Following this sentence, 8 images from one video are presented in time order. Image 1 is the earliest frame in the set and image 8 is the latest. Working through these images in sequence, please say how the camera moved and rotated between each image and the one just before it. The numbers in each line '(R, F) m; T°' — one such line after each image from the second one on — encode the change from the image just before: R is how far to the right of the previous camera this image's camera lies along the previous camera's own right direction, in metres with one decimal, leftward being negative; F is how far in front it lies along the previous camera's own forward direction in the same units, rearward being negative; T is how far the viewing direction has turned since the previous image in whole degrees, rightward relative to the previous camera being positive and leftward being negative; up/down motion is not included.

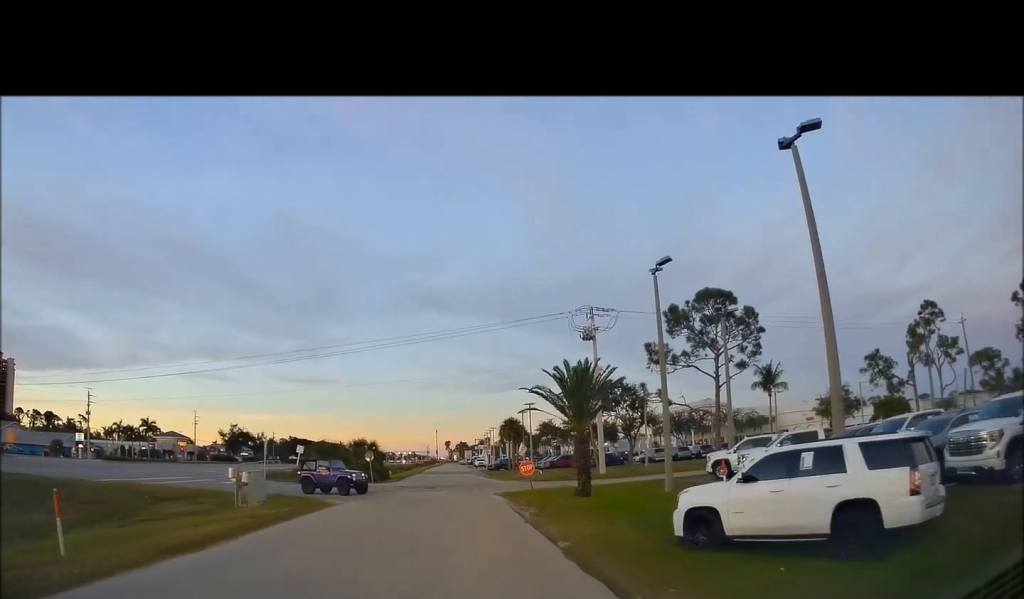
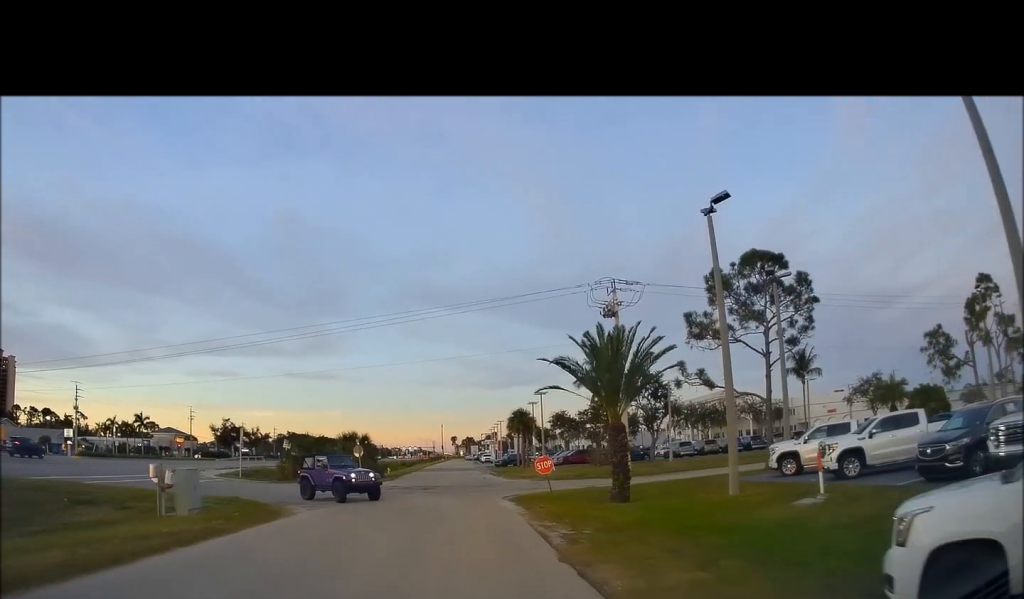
(-0.3, +6.4) m; -3°
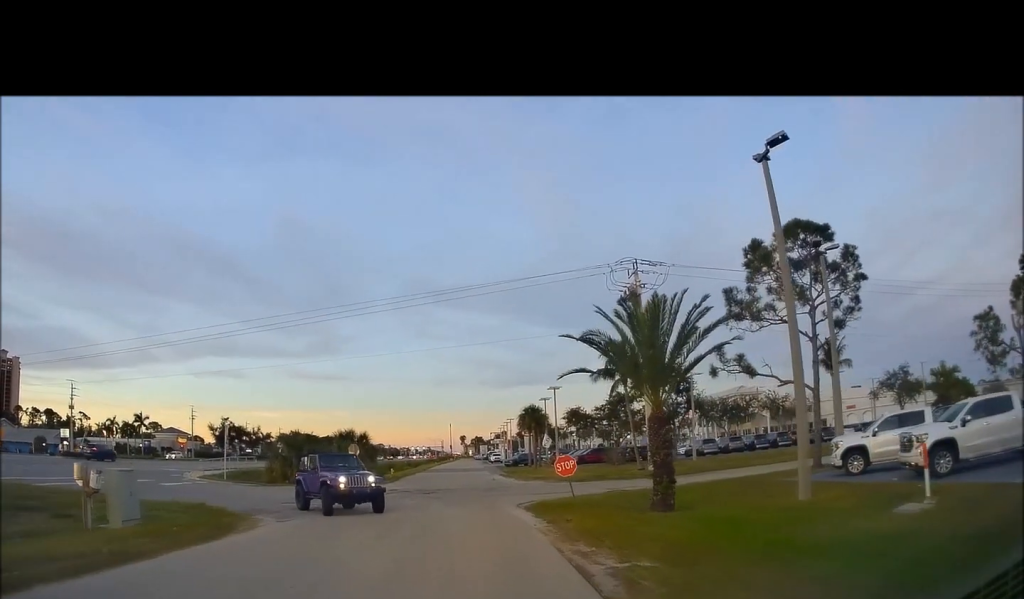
(0.0, +4.2) m; 0°
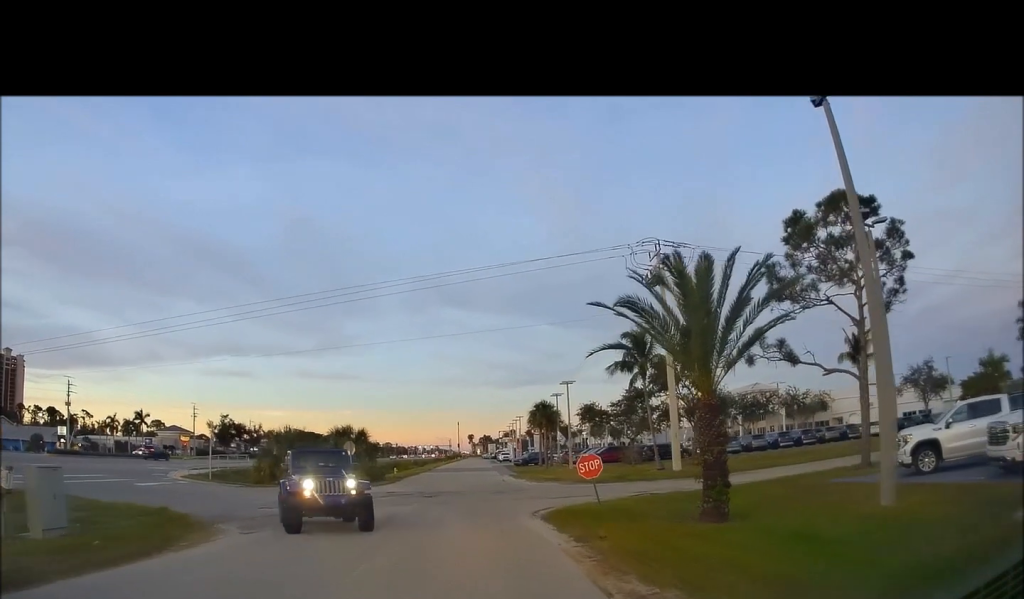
(0.0, +3.6) m; 0°
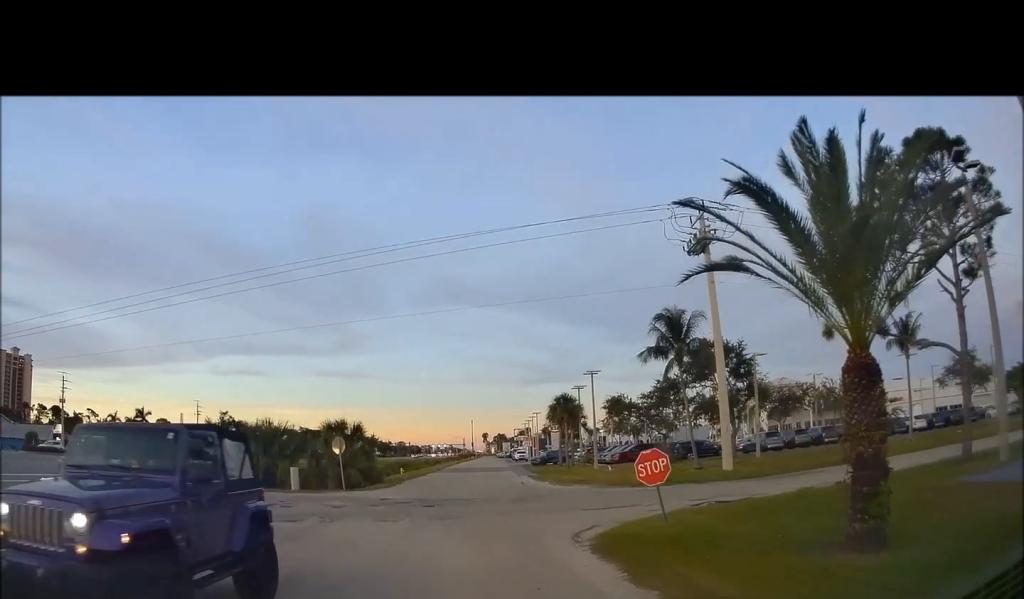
(0.0, +6.2) m; 0°
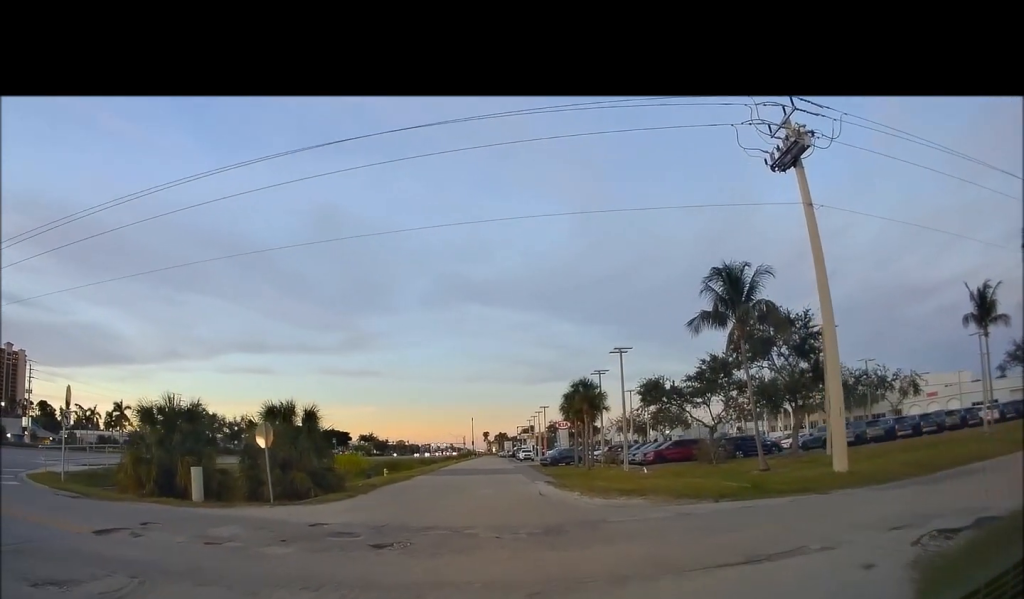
(0.0, +11.5) m; 0°
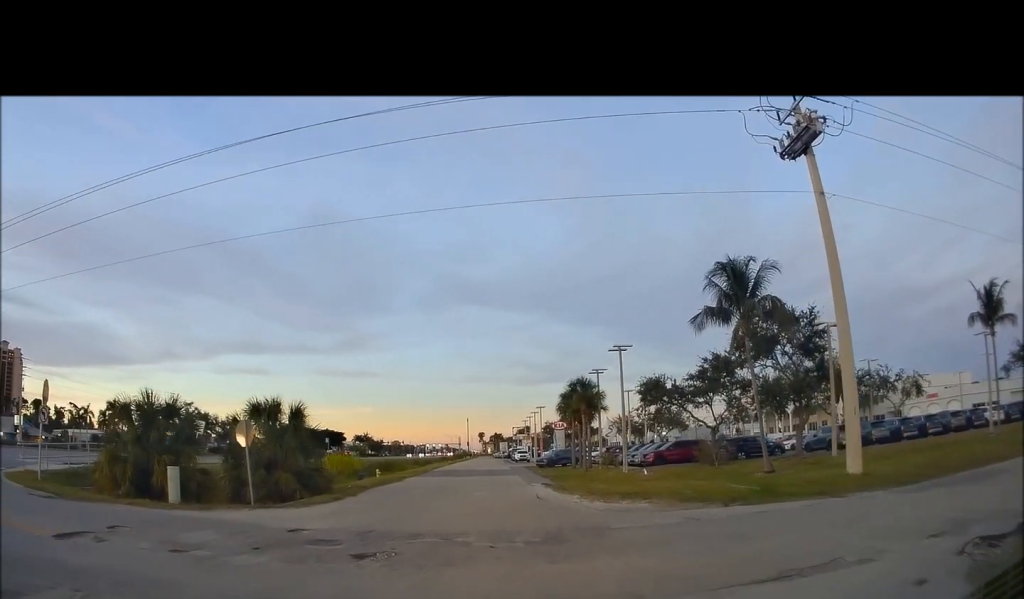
(0.0, +1.2) m; 0°
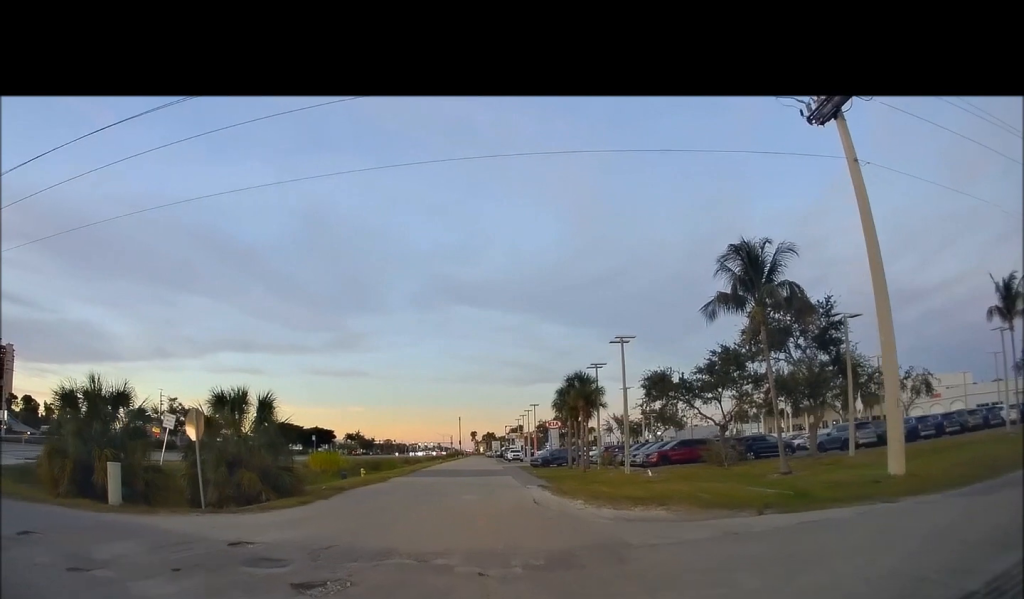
(0.0, +2.5) m; 0°
